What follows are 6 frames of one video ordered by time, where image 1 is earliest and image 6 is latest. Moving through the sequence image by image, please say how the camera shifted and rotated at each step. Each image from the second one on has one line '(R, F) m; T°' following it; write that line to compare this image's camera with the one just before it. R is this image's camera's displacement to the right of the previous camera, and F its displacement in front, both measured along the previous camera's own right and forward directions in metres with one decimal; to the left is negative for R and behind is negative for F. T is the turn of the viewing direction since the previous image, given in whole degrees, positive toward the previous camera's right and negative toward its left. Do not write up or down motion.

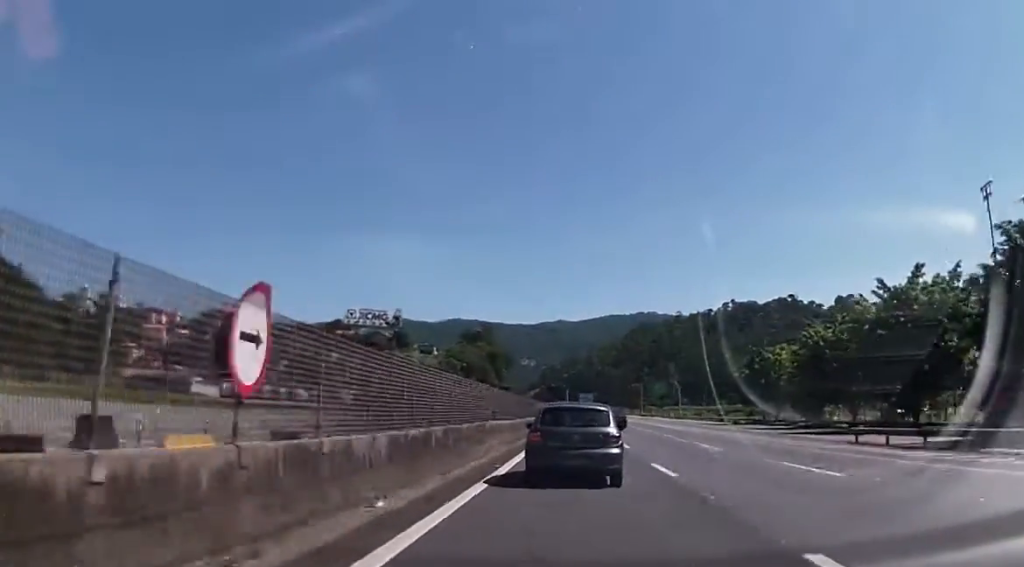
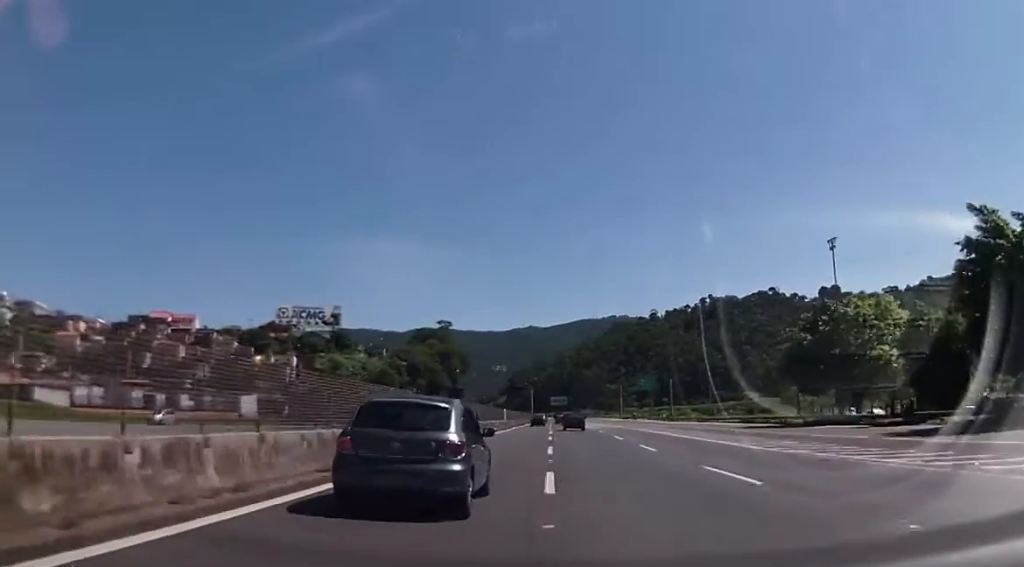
(+1.2, +41.2) m; +2°
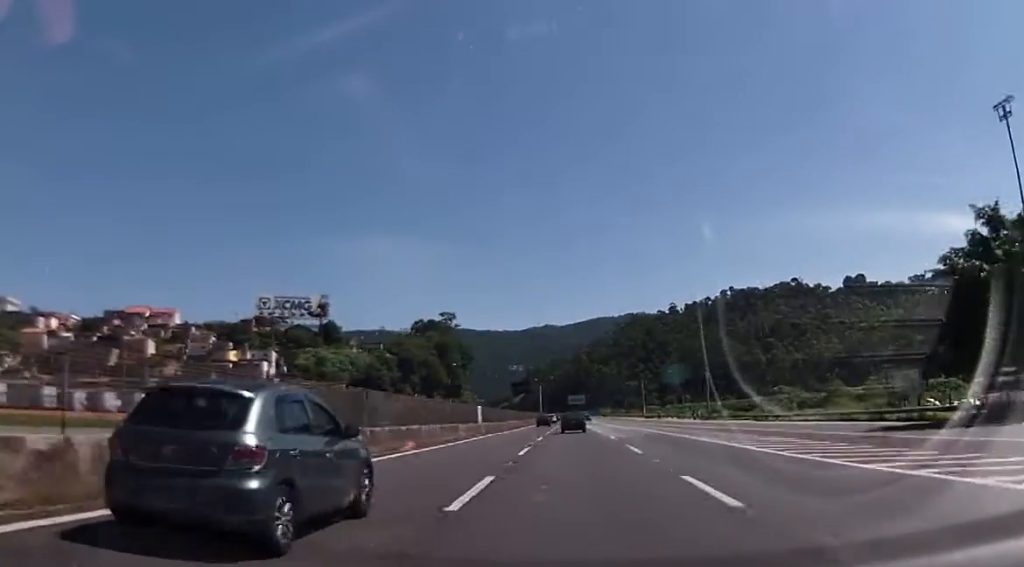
(-0.4, +27.2) m; -1°
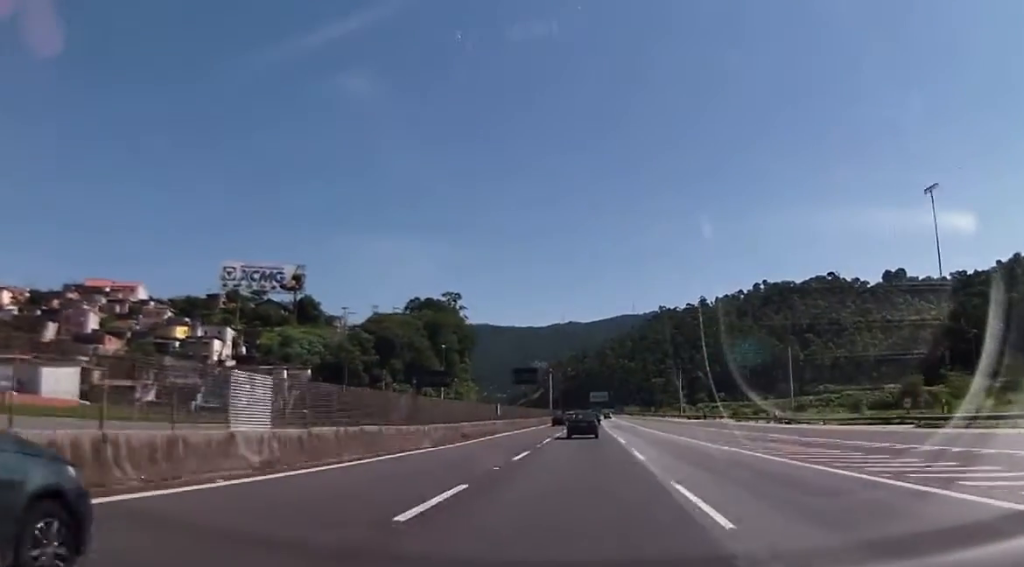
(-0.3, +38.8) m; 0°
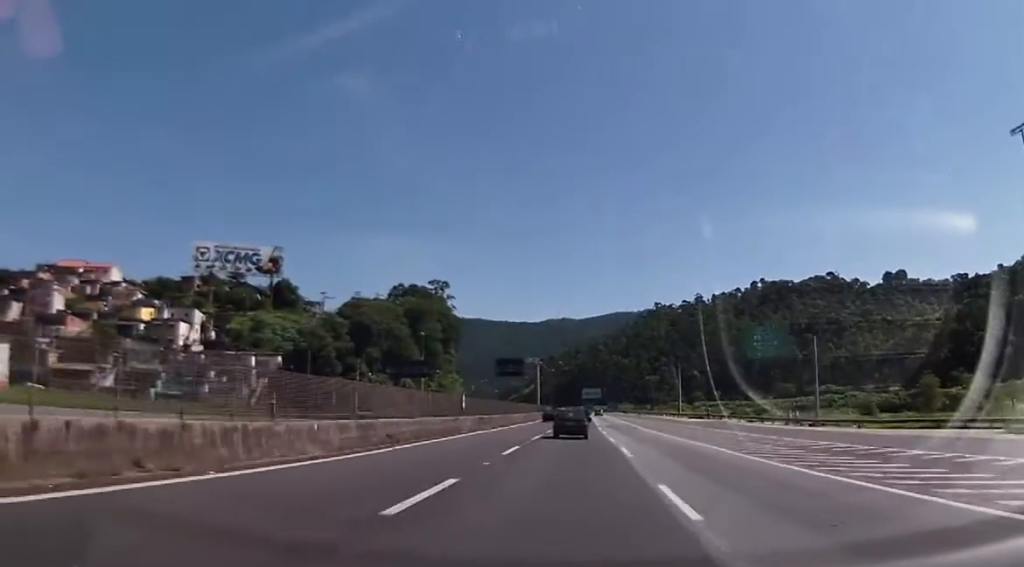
(-0.1, +11.9) m; 0°
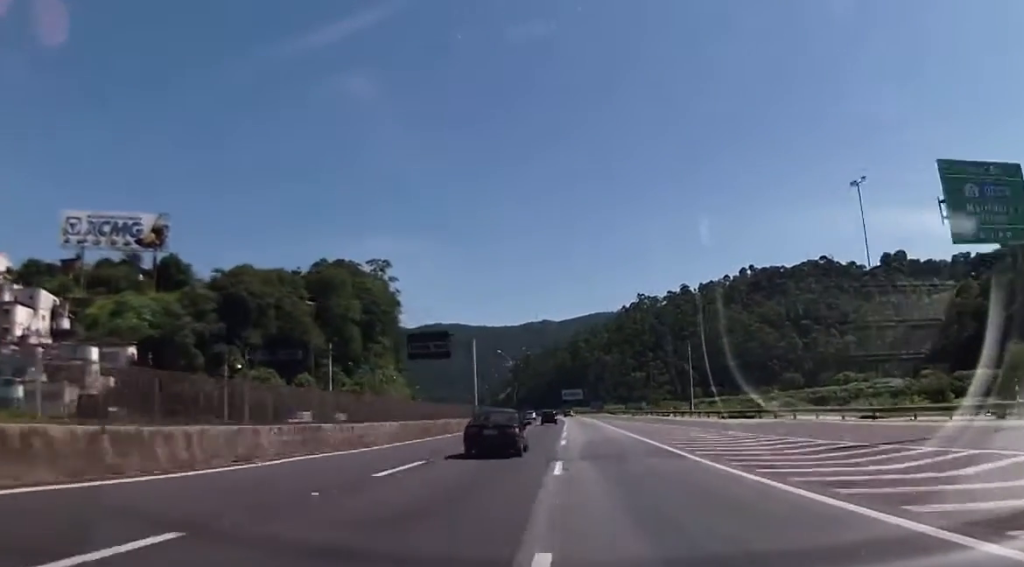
(+0.3, +44.4) m; 0°
